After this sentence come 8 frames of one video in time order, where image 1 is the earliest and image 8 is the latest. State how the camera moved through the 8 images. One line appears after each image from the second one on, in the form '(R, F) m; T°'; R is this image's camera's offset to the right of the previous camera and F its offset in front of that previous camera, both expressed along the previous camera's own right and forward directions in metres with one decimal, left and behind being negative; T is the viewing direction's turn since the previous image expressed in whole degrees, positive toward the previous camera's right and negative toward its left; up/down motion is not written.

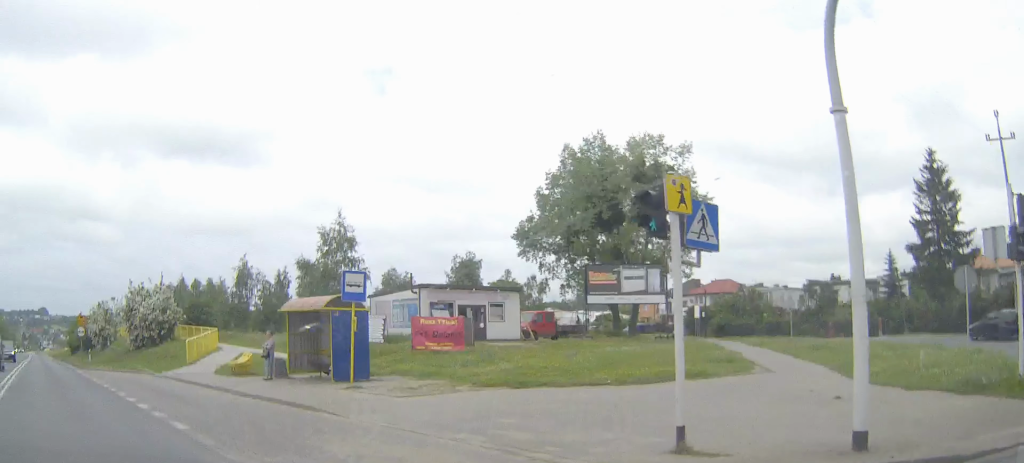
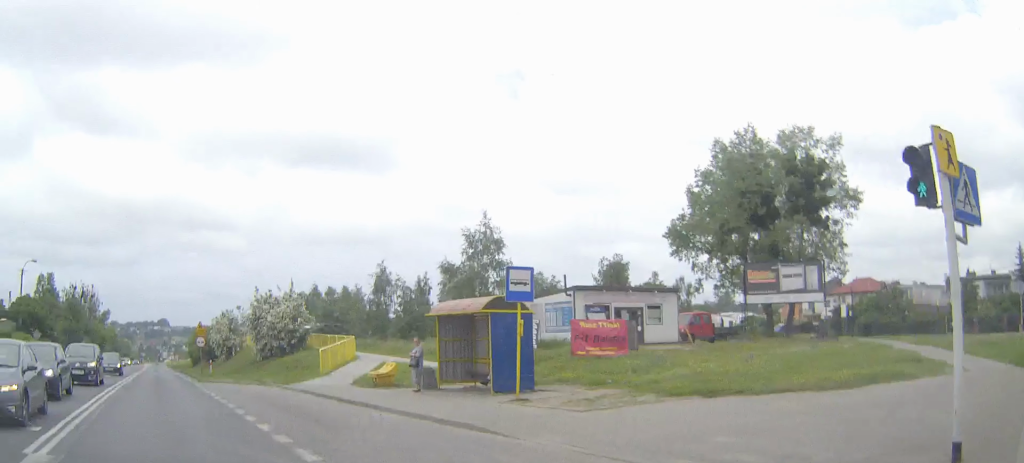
(-0.1, +2.2) m; -11°
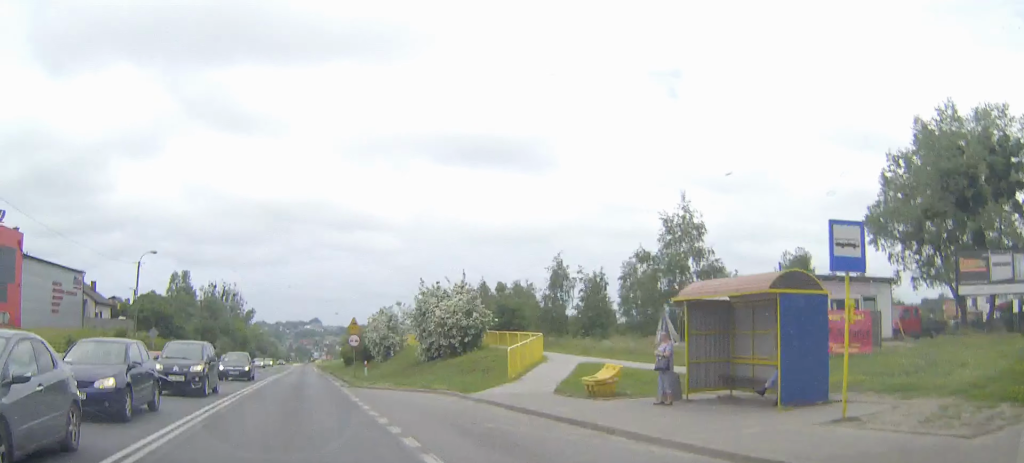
(-0.8, +4.9) m; -13°
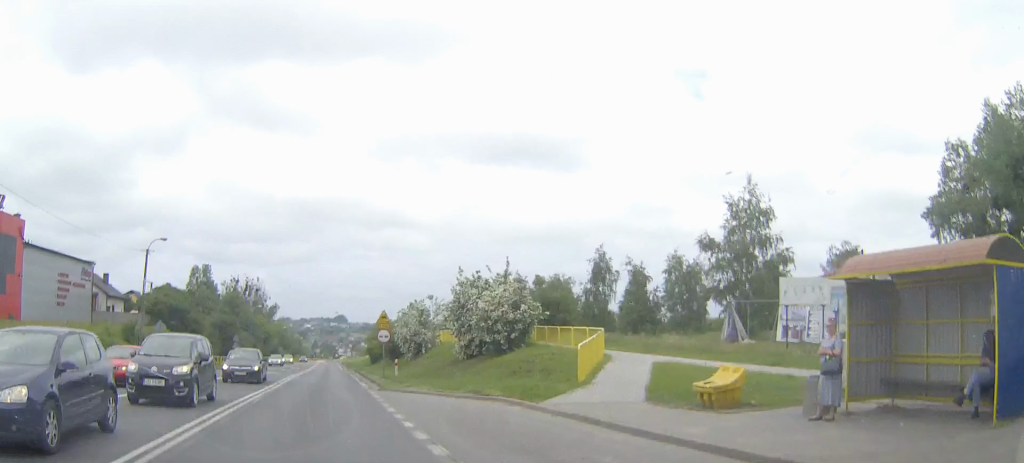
(-0.2, +4.1) m; -1°
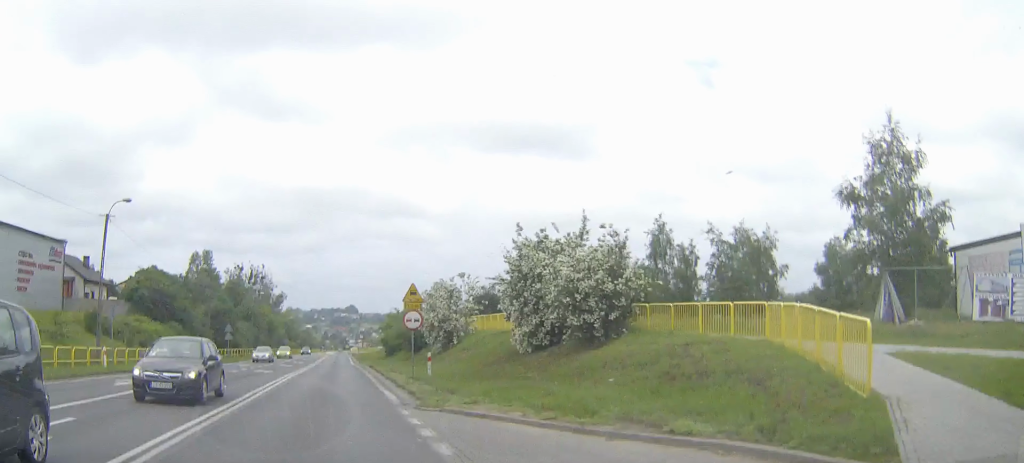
(0.0, +9.9) m; -1°
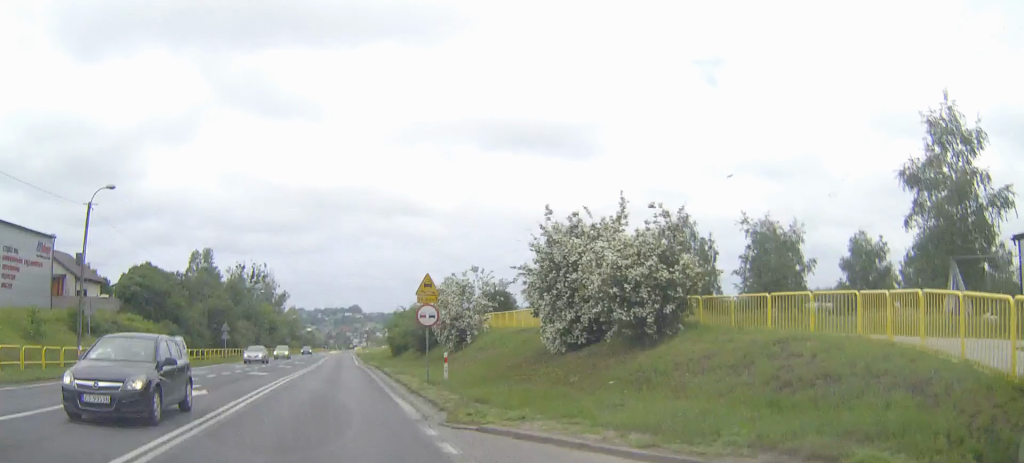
(-0.1, +3.7) m; -1°
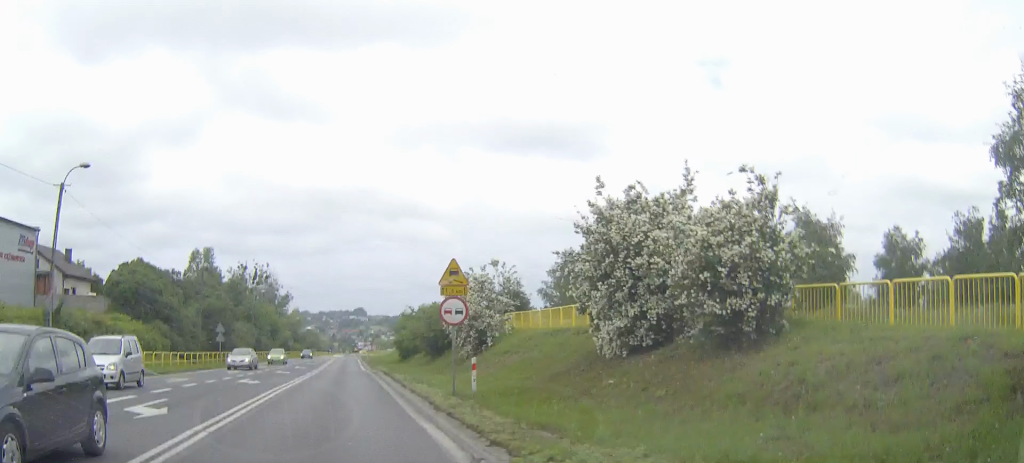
(-0.1, +4.5) m; -1°
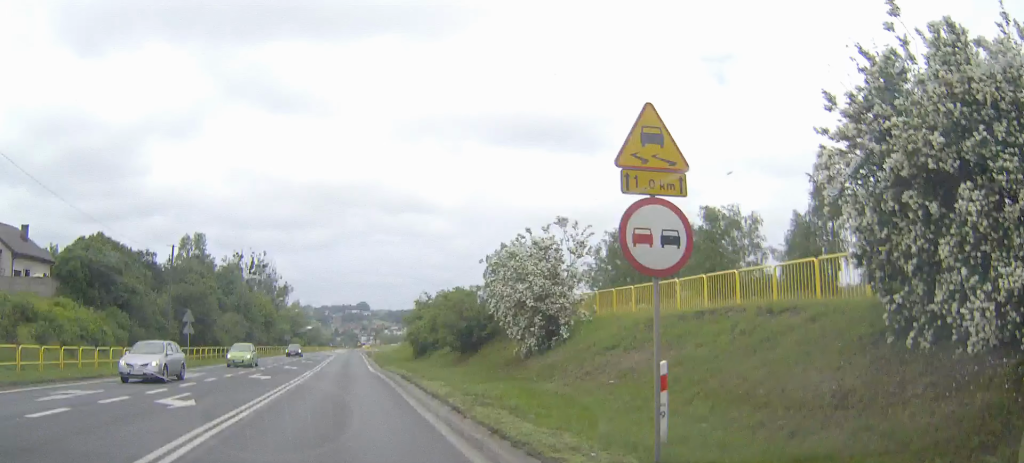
(-0.1, +12.5) m; 0°
